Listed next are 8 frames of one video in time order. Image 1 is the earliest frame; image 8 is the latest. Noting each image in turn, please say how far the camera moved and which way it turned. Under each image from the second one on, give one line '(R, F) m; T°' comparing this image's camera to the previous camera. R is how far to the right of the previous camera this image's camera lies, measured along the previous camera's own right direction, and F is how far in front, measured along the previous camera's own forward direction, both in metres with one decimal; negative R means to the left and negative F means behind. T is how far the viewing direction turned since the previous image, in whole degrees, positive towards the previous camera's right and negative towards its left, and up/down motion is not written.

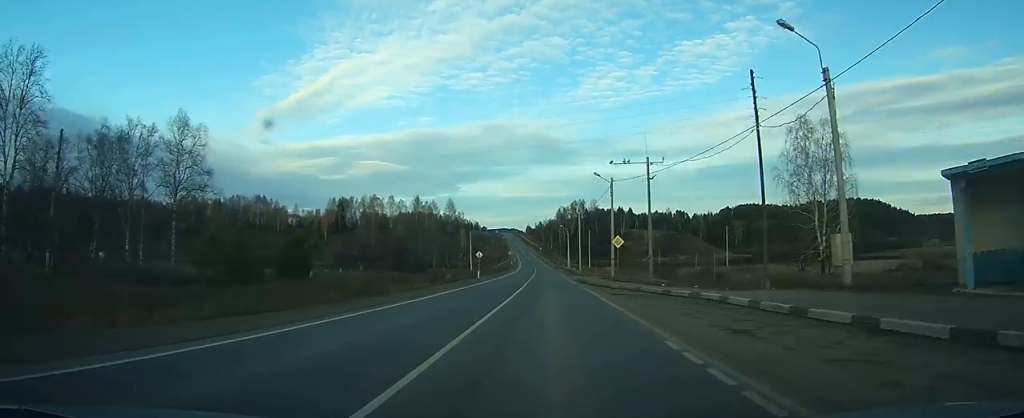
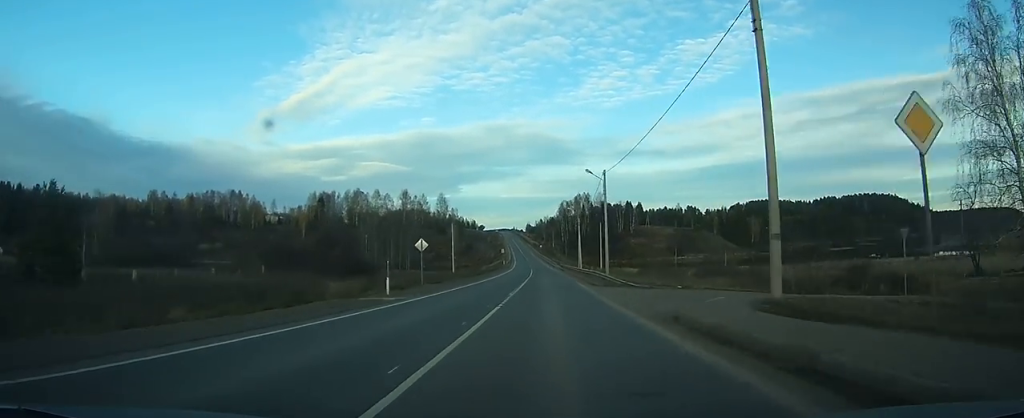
(+0.1, +37.4) m; 0°
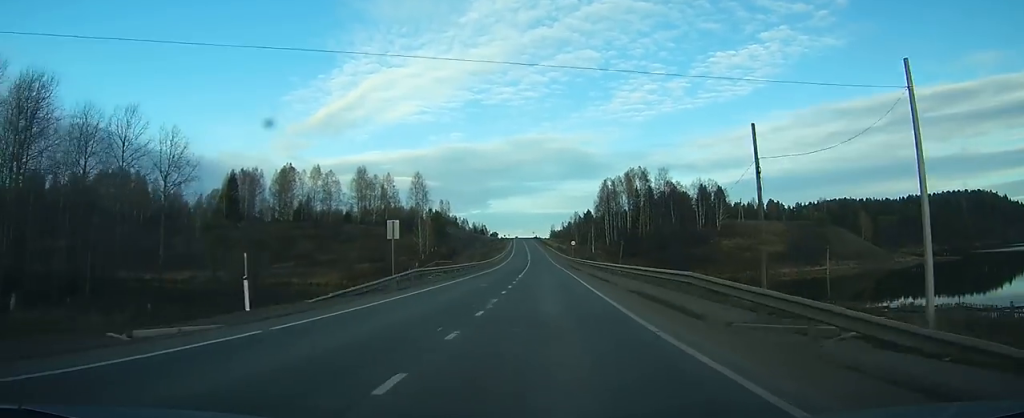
(-2.0, +130.0) m; -3°
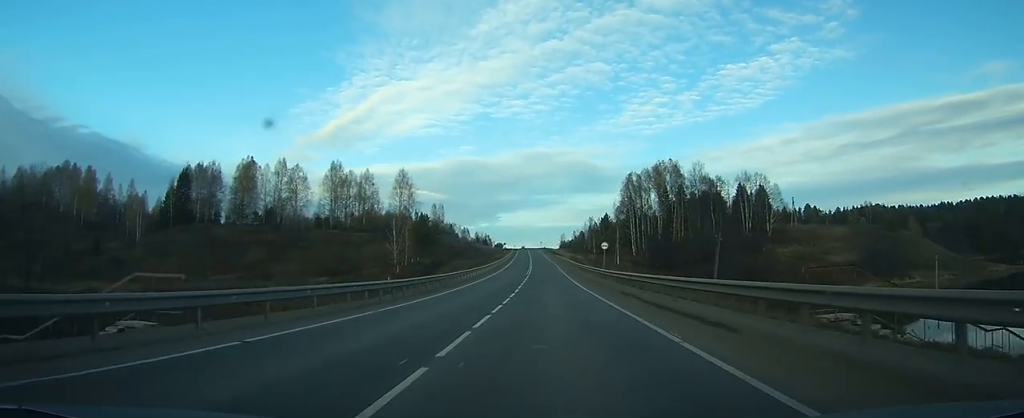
(-0.4, +40.8) m; -1°
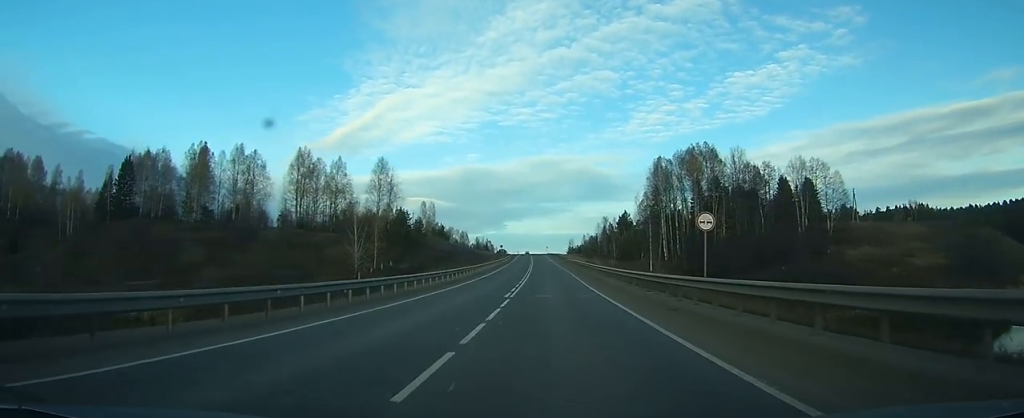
(-0.4, +34.3) m; -1°
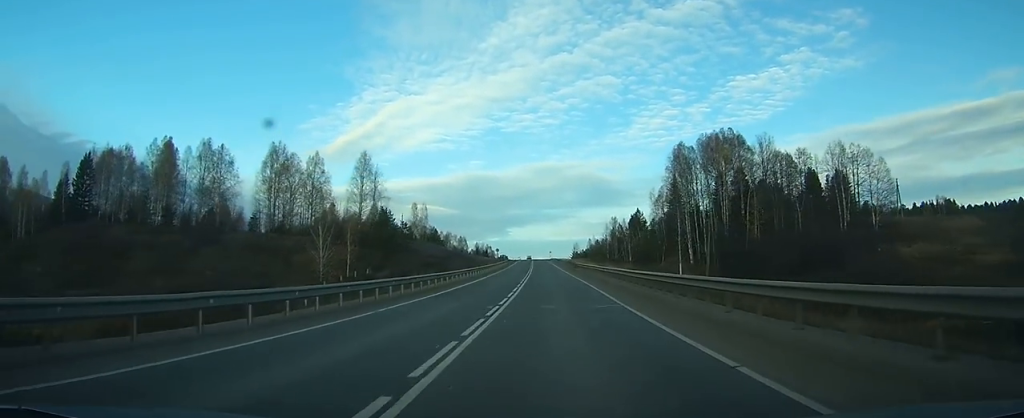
(0.0, +18.9) m; 0°
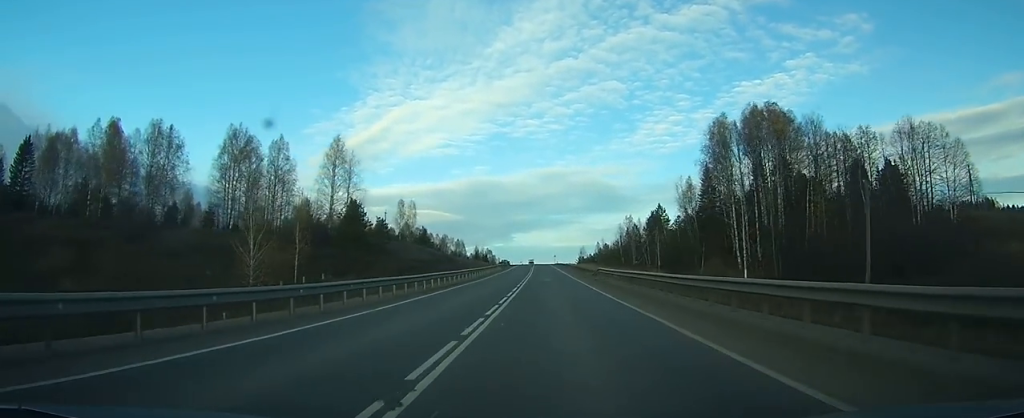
(-0.1, +24.1) m; -1°
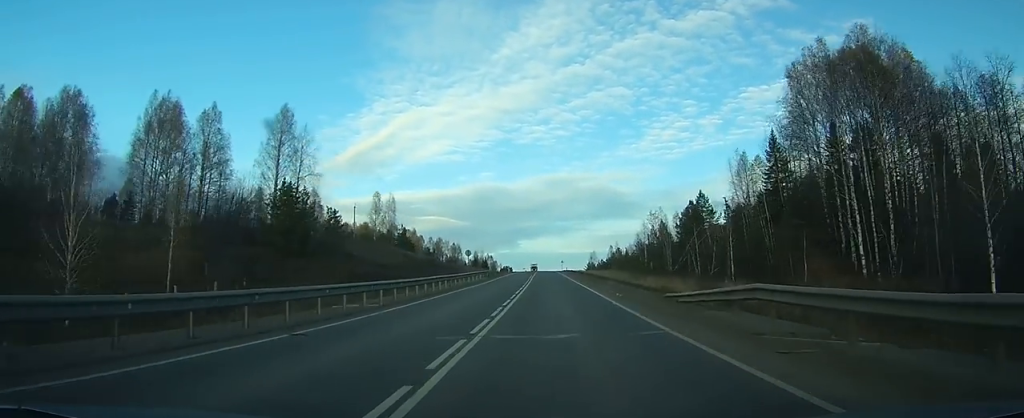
(-0.1, +30.8) m; -1°
